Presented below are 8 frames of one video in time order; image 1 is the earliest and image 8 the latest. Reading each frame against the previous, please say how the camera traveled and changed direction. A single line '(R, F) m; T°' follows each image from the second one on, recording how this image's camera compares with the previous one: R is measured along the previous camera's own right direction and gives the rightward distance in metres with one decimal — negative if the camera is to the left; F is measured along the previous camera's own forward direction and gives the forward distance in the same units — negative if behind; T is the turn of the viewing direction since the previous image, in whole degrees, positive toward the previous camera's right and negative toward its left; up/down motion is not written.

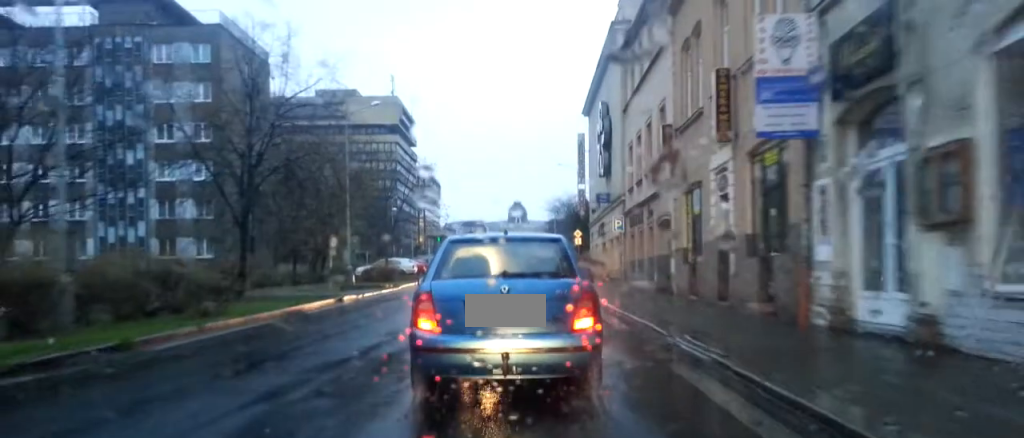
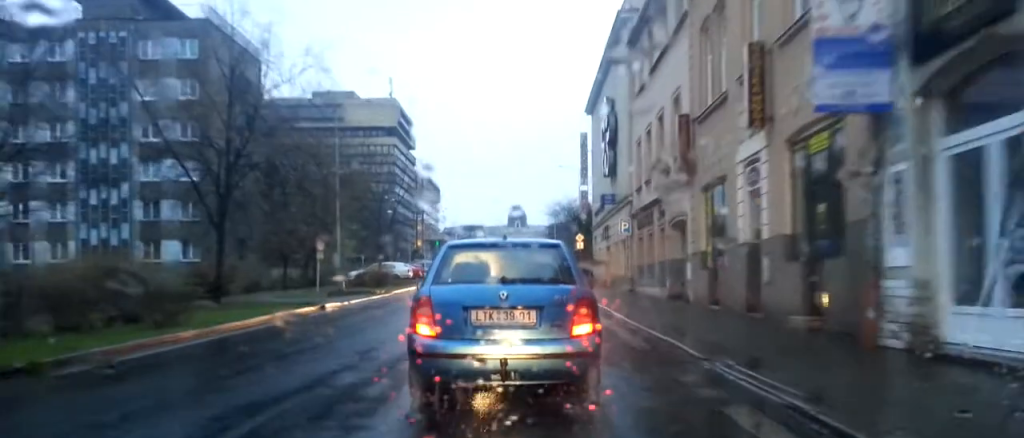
(-0.3, +2.6) m; 0°
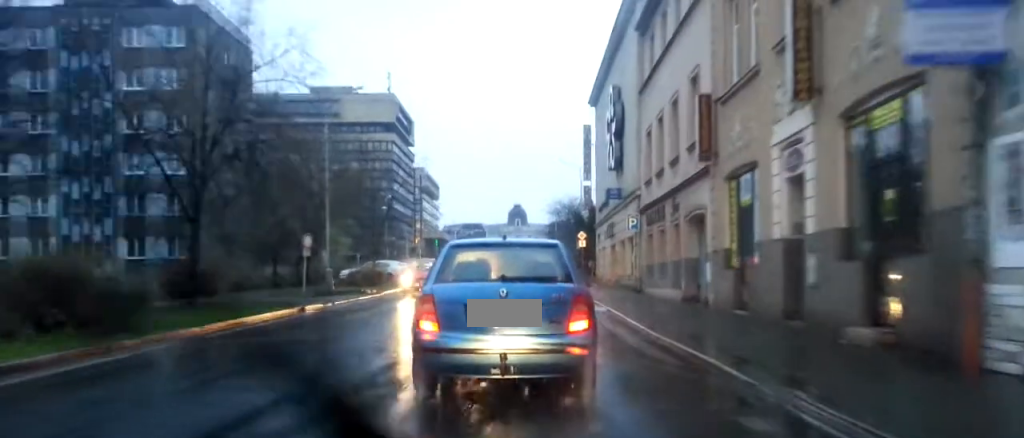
(-0.1, +2.4) m; 0°
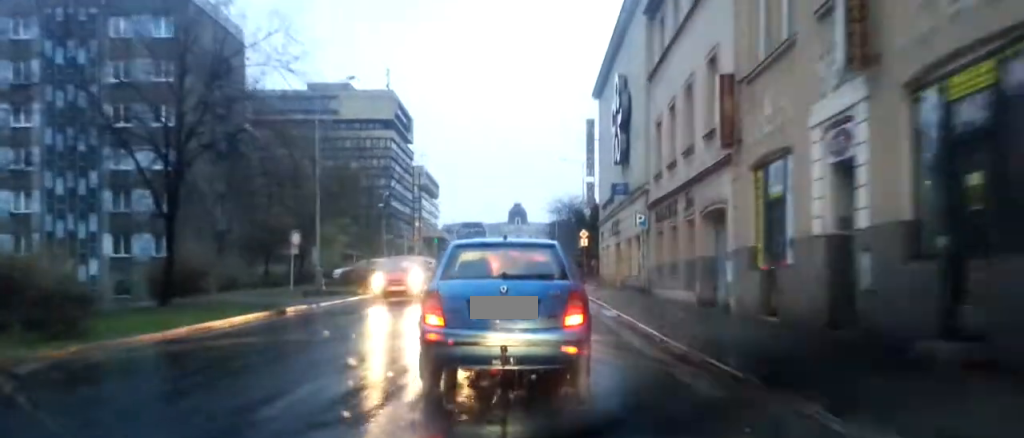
(+0.2, +2.0) m; 0°
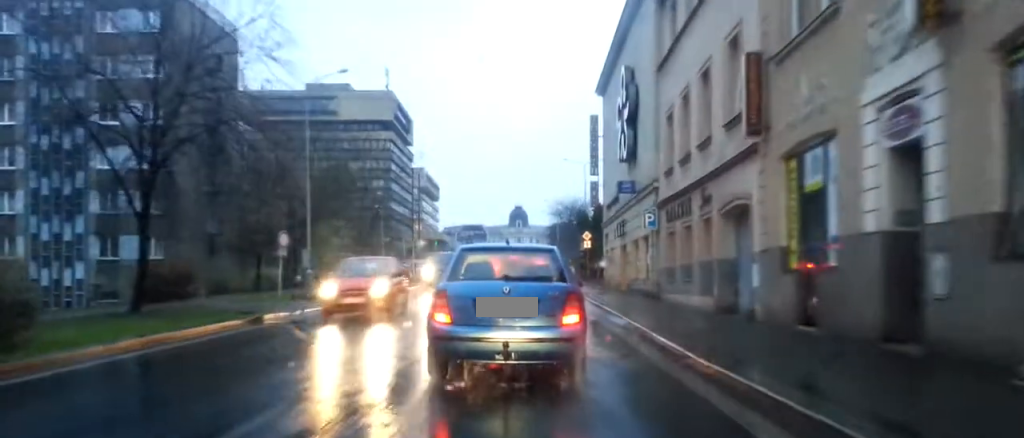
(+0.1, +2.0) m; 0°
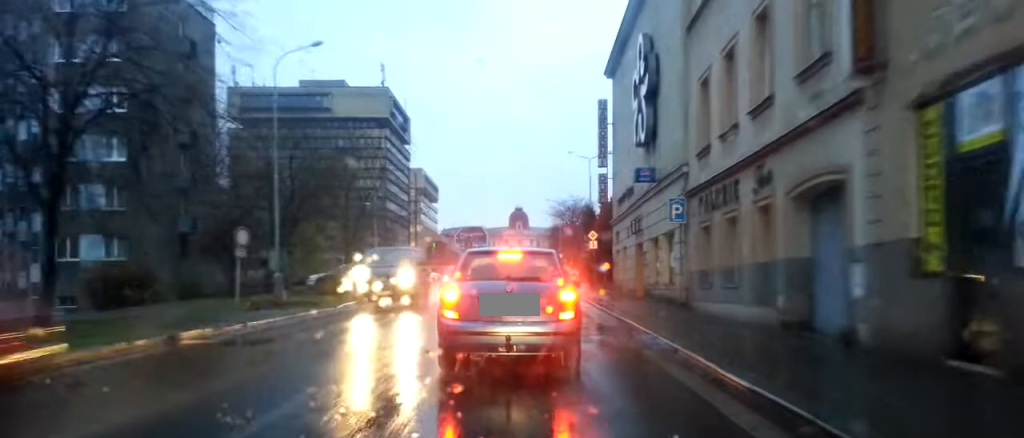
(-0.3, +4.6) m; +2°
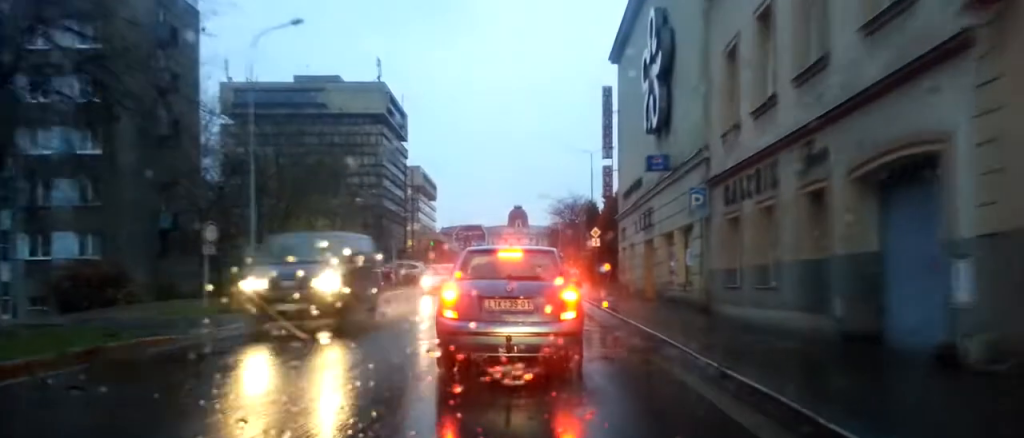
(+0.2, +2.4) m; +4°
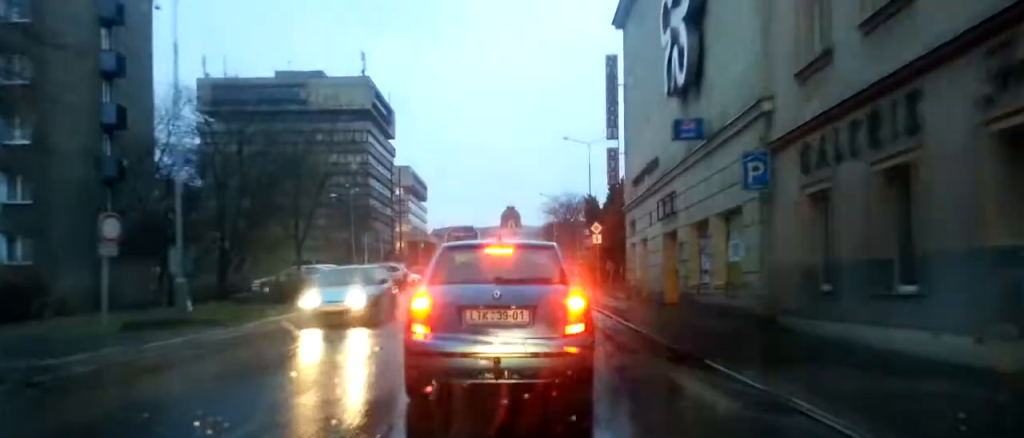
(+0.1, +5.2) m; +1°
